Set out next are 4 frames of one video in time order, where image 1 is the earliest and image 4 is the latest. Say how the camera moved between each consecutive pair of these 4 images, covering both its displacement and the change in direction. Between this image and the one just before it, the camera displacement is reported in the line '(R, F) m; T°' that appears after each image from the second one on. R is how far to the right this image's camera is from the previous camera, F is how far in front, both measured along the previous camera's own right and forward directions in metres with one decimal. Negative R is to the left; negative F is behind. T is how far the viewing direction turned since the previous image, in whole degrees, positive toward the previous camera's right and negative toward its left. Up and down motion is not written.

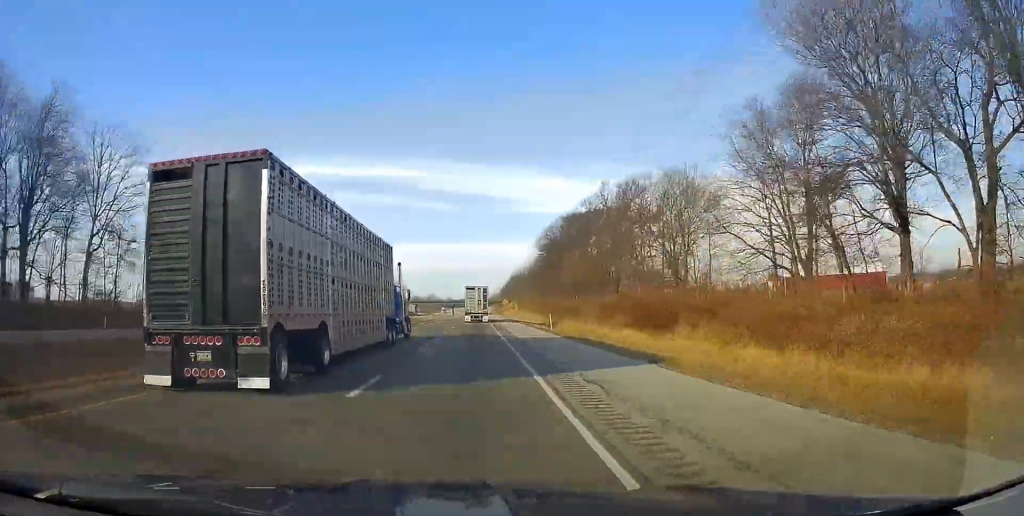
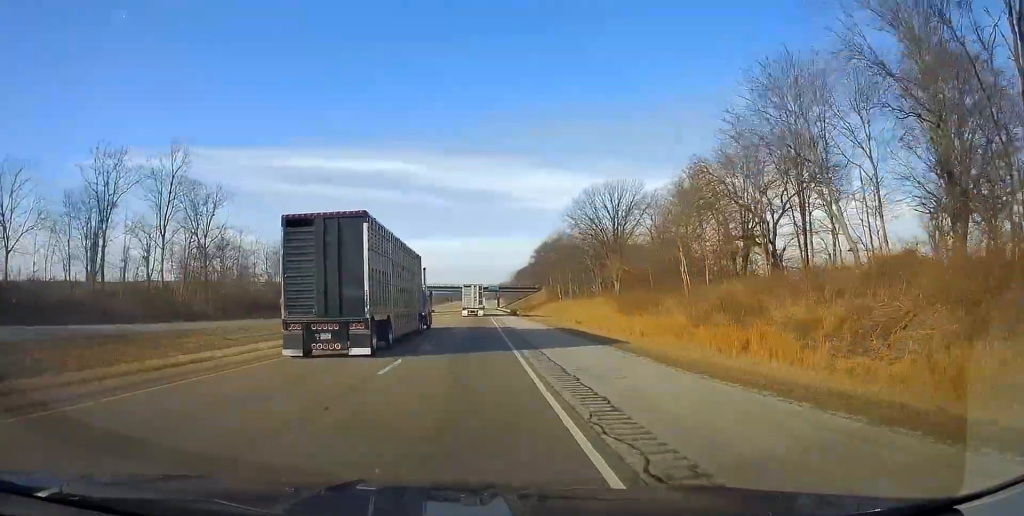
(+1.0, +155.6) m; 0°
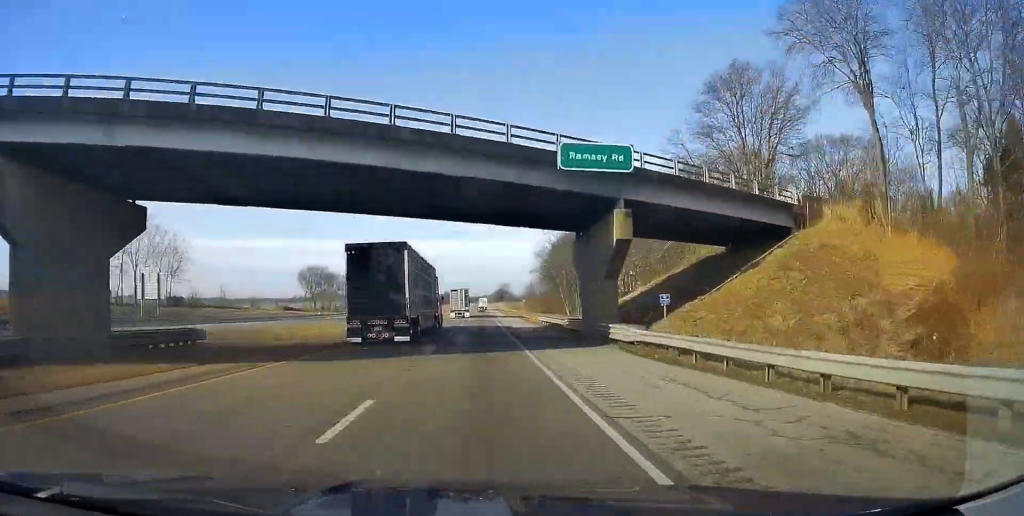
(-1.1, +141.0) m; 0°
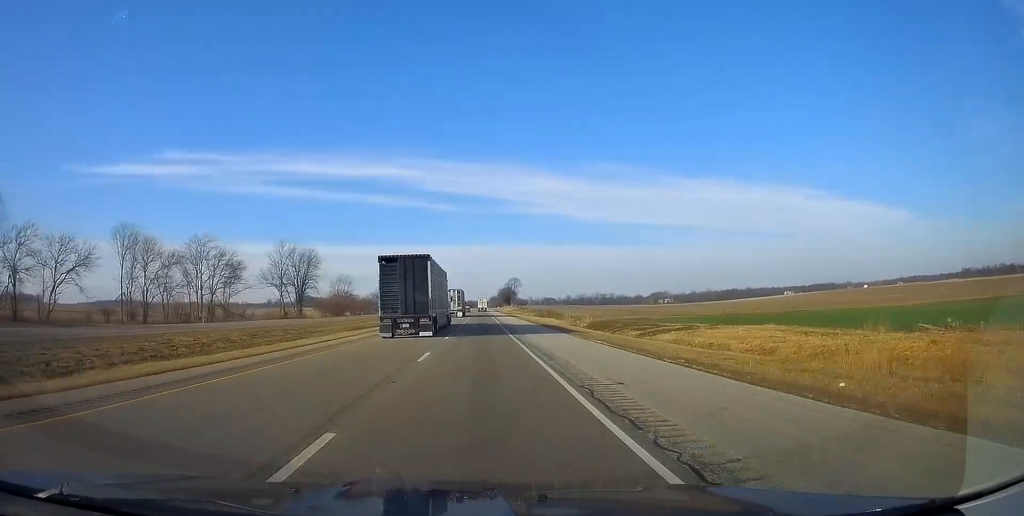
(+0.7, +173.8) m; 0°
